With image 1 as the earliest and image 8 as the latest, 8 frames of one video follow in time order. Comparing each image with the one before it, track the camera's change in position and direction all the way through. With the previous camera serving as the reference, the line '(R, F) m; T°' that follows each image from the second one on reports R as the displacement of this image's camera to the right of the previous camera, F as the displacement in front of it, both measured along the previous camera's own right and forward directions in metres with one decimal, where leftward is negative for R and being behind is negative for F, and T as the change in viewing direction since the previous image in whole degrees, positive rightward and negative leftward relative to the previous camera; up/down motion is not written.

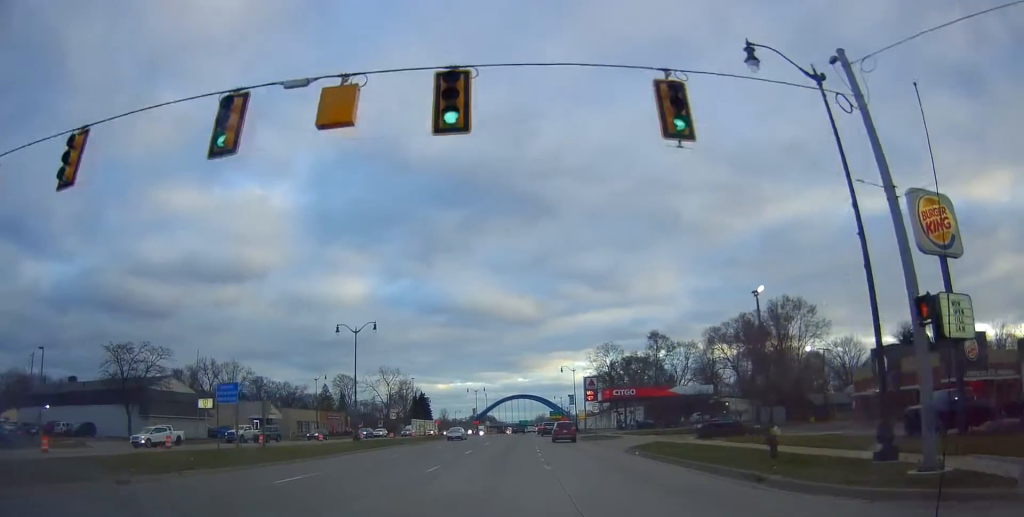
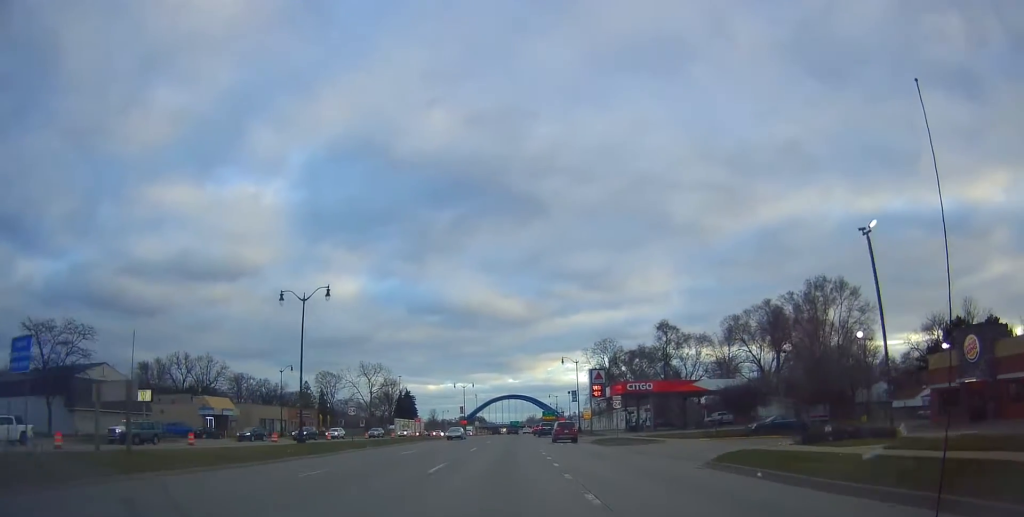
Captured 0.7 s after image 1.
(+0.2, +13.0) m; 0°
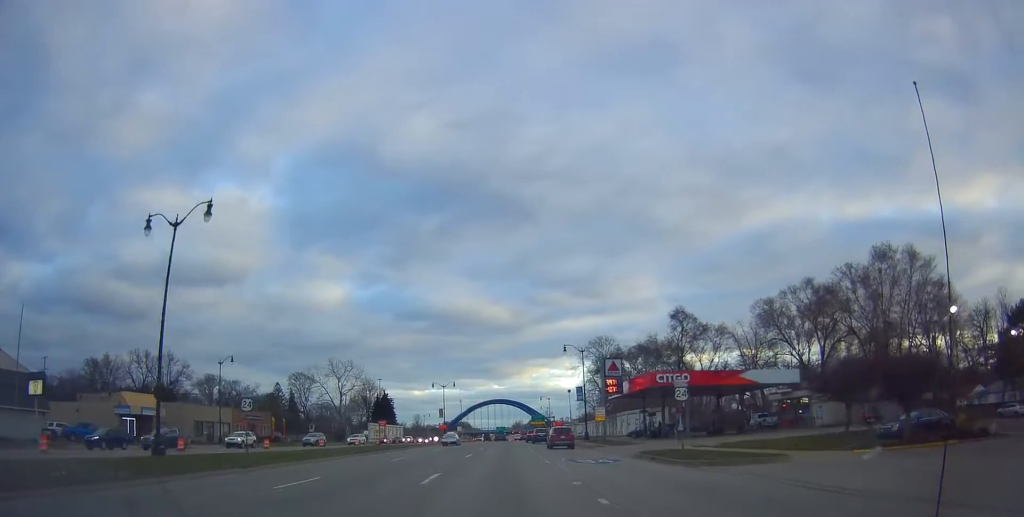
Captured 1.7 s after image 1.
(0.0, +16.8) m; -1°
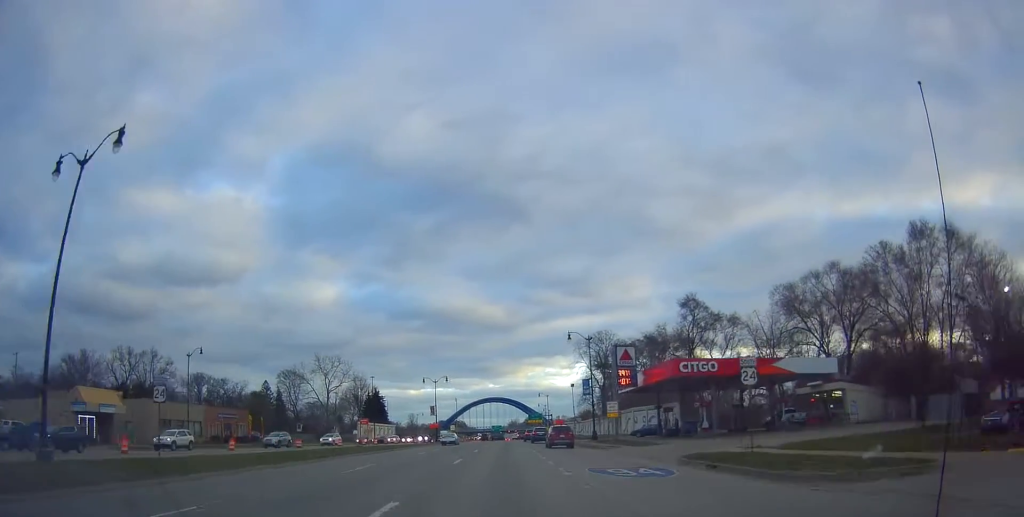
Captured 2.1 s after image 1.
(-0.3, +7.3) m; 0°
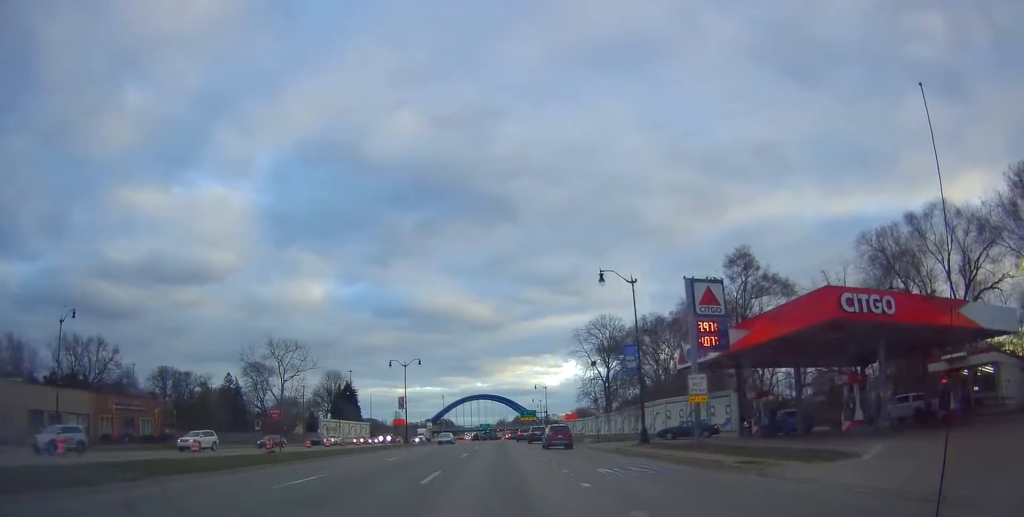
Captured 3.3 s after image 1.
(+0.6, +22.2) m; +2°
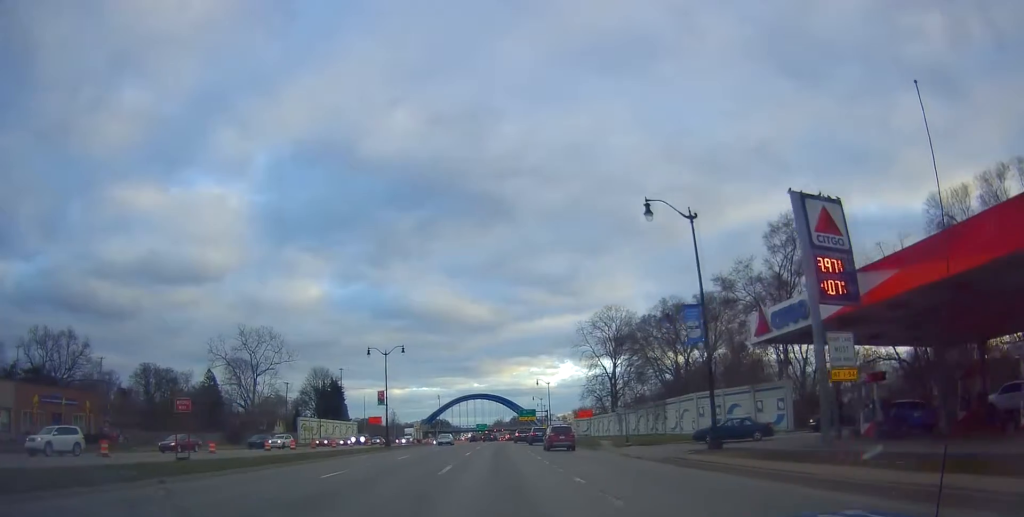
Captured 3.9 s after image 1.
(0.0, +12.0) m; 0°
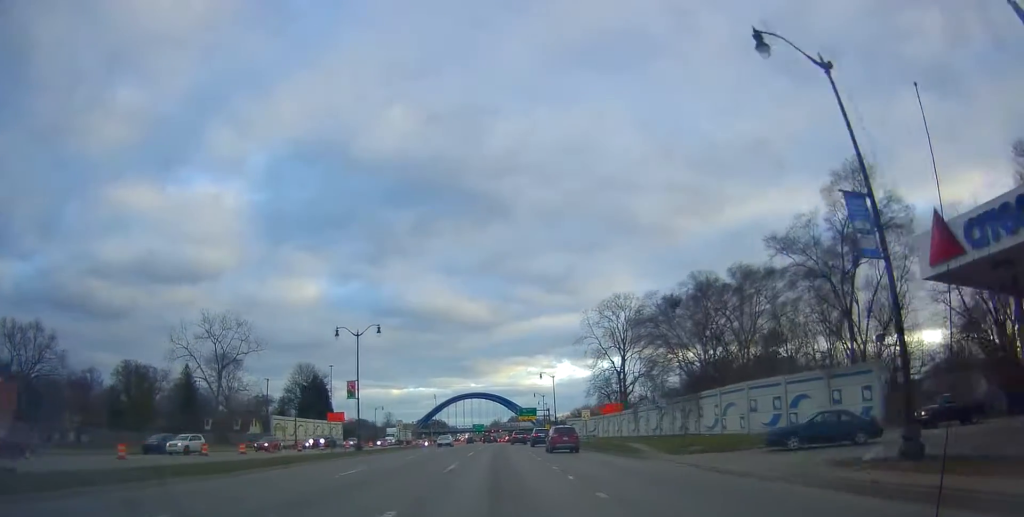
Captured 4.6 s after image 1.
(0.0, +12.6) m; 0°
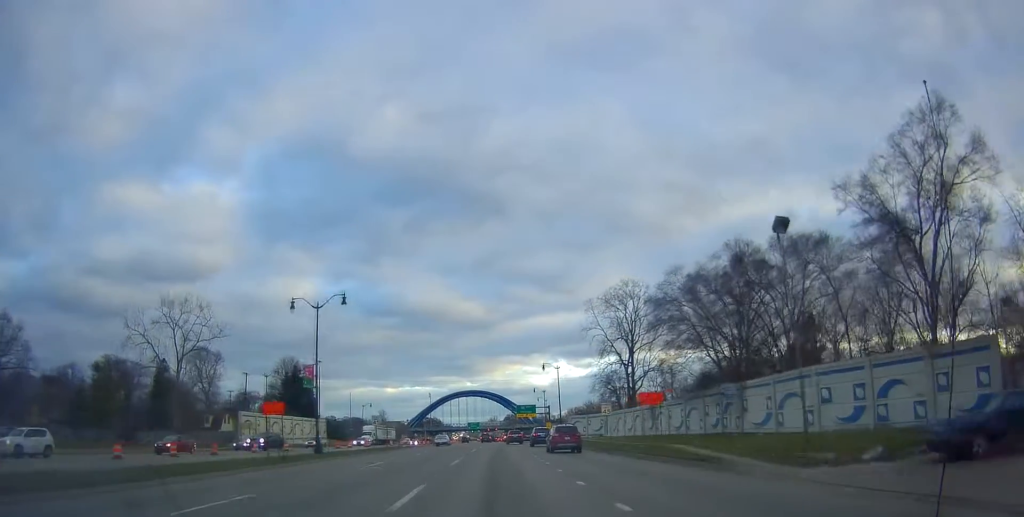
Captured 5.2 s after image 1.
(0.0, +11.2) m; 0°
